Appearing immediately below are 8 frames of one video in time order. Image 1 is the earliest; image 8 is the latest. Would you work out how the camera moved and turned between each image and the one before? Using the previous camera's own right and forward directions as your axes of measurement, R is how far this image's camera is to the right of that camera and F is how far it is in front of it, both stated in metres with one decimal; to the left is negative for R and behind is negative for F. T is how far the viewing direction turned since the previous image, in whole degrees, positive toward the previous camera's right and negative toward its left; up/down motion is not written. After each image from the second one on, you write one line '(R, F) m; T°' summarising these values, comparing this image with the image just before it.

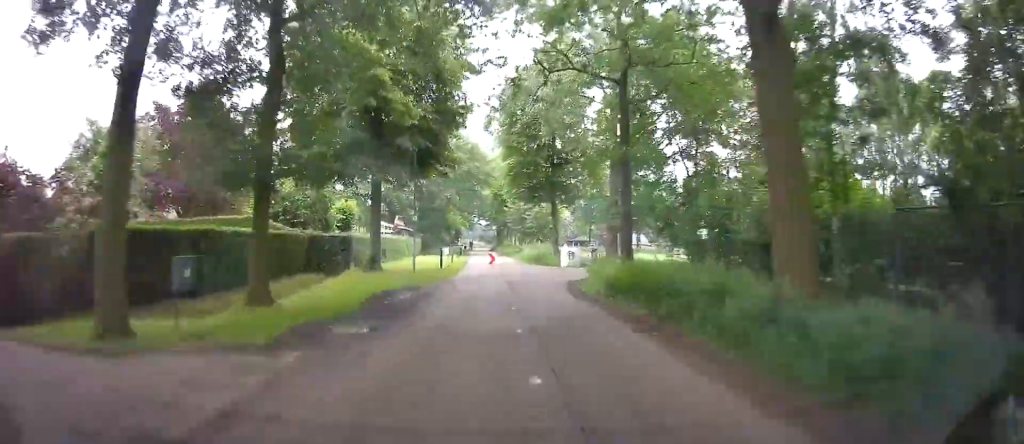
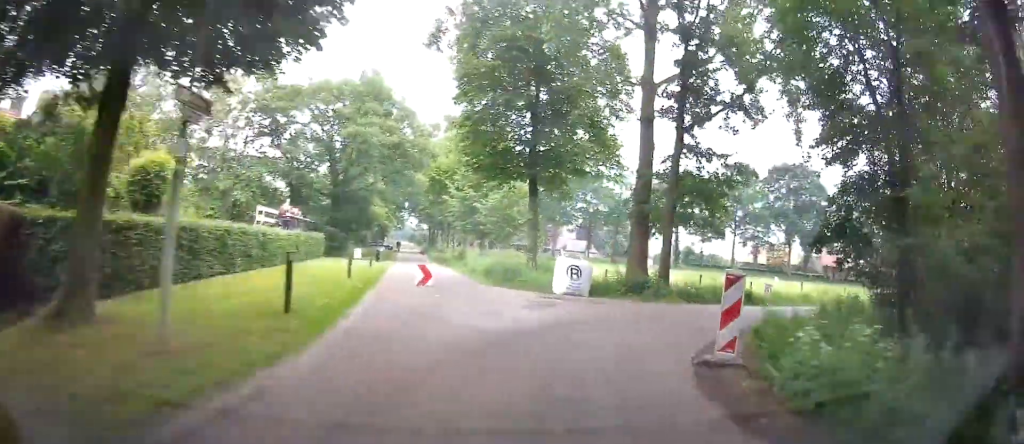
(+0.6, +18.5) m; +12°
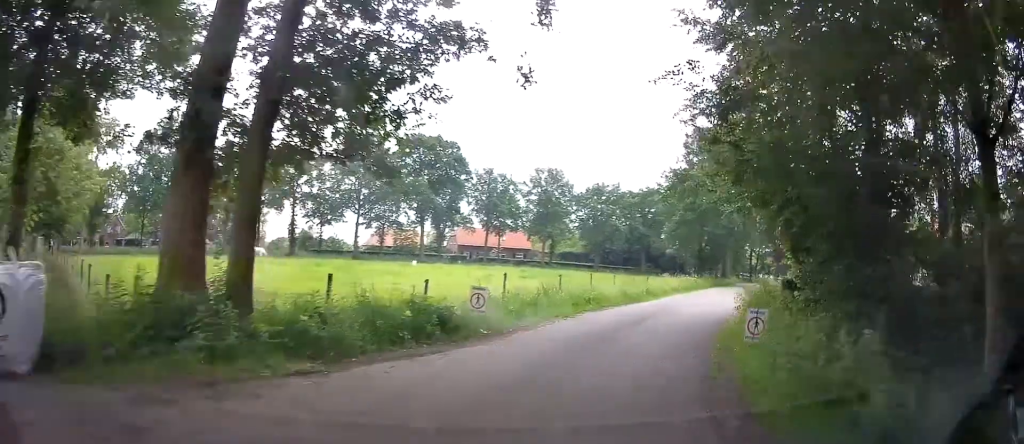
(+2.4, +12.5) m; +24°
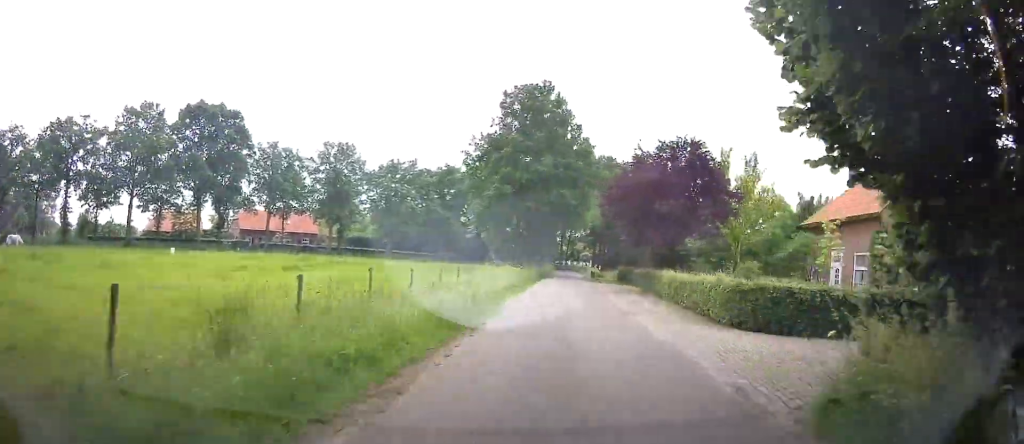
(+2.3, +10.6) m; +16°
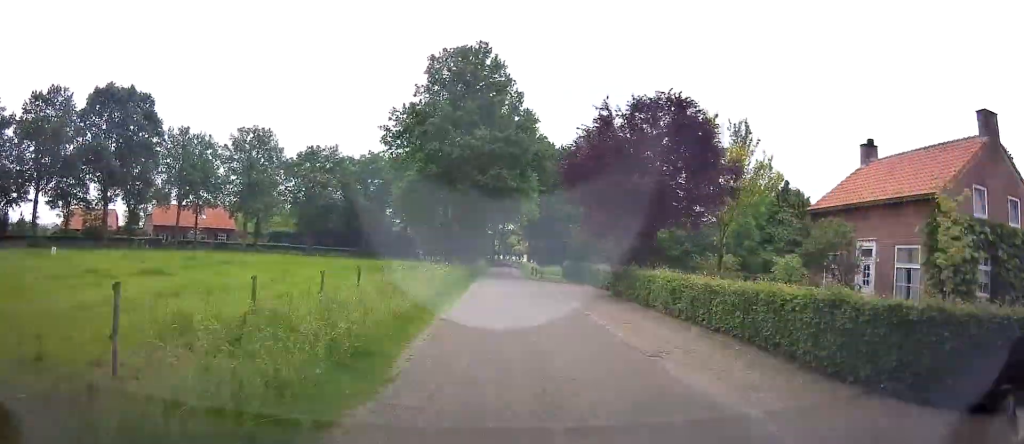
(+0.2, +7.1) m; +6°
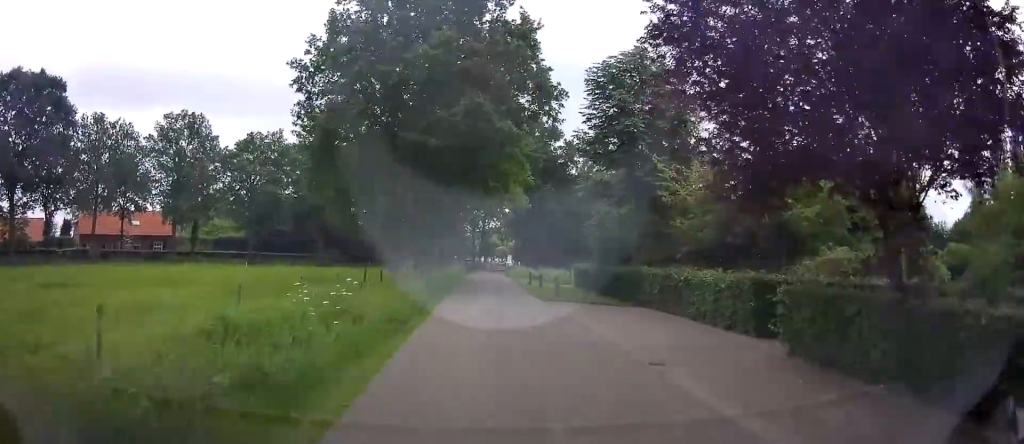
(+1.3, +13.3) m; +8°
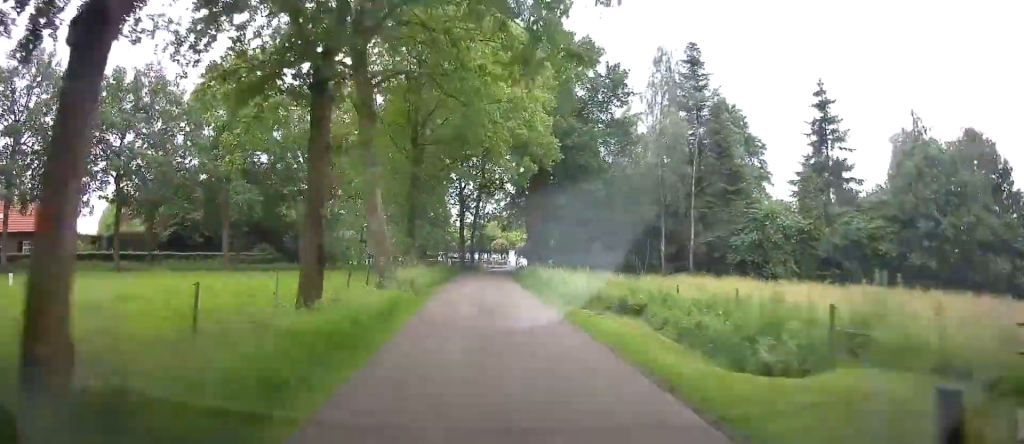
(+1.7, +26.0) m; +5°
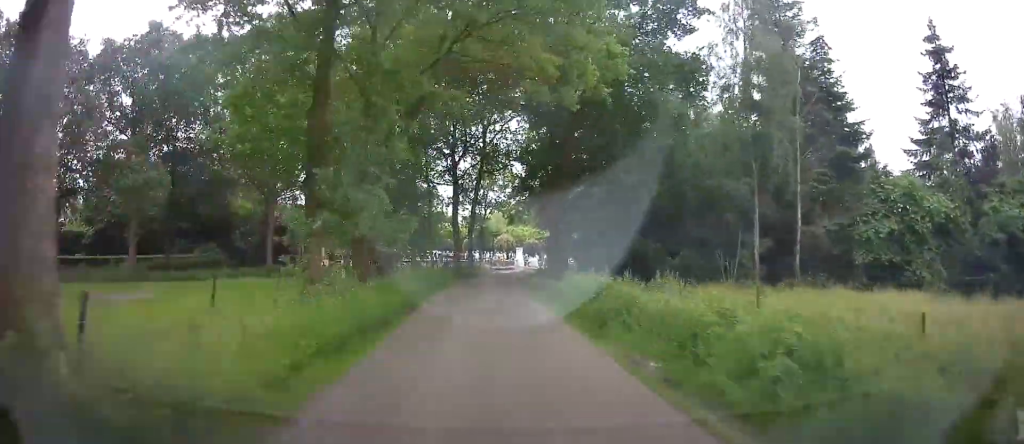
(+0.2, +13.2) m; +1°
